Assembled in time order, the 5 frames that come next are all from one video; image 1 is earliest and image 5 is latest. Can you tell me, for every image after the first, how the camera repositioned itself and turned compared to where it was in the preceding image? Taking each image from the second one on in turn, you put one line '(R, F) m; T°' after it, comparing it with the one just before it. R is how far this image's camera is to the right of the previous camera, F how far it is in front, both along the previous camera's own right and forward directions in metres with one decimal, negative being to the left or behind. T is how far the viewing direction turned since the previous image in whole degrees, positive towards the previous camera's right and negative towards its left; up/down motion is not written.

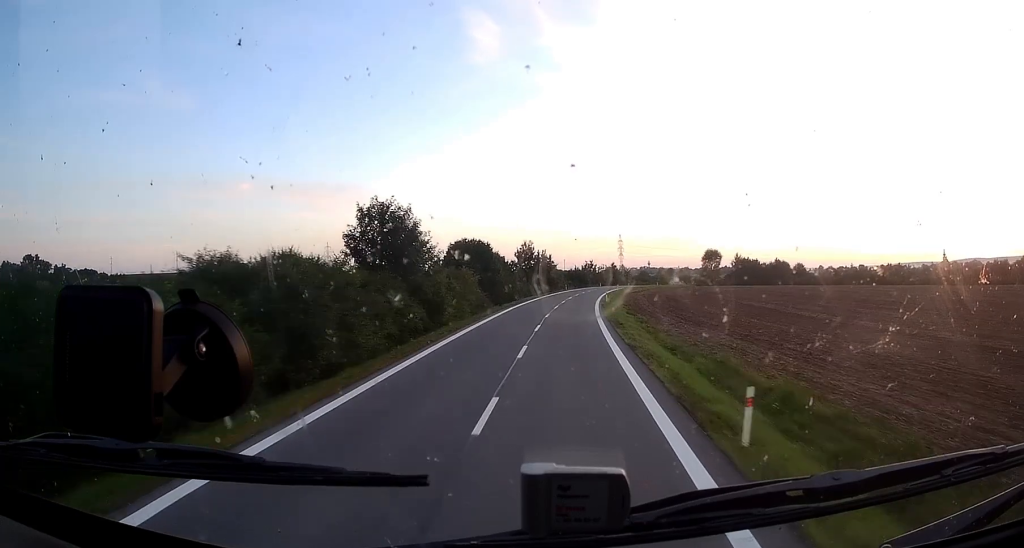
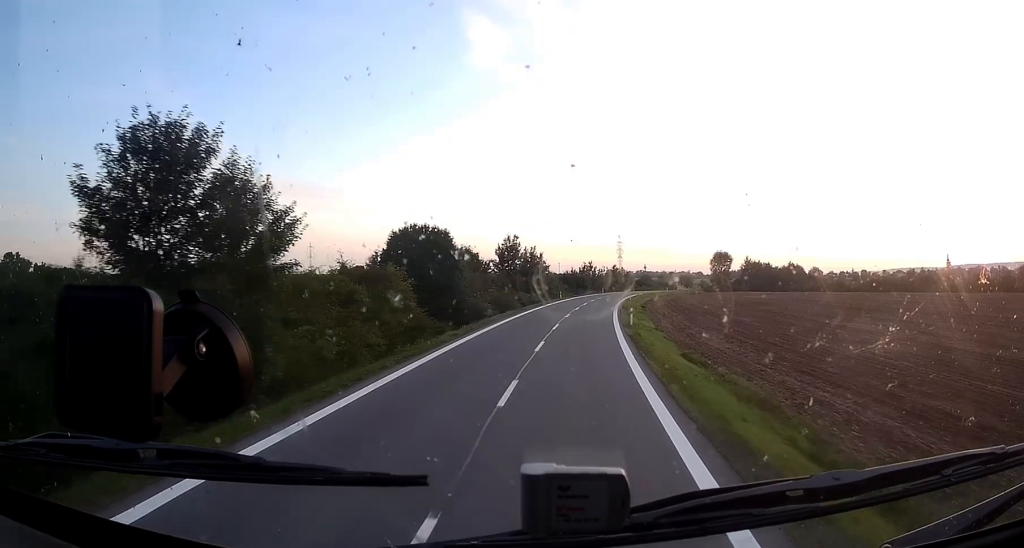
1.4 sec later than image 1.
(+0.2, +25.2) m; +2°
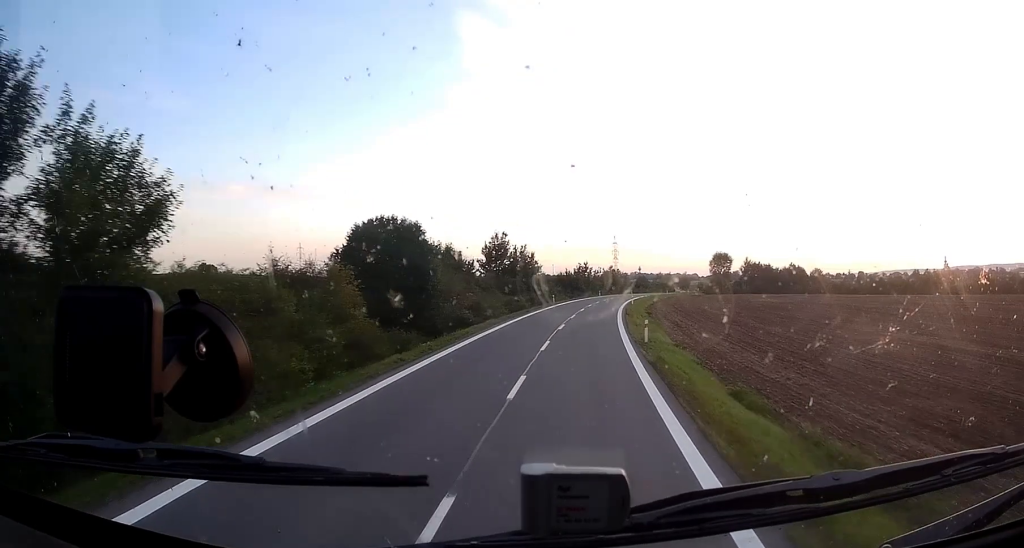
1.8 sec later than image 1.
(+0.2, +8.1) m; +2°
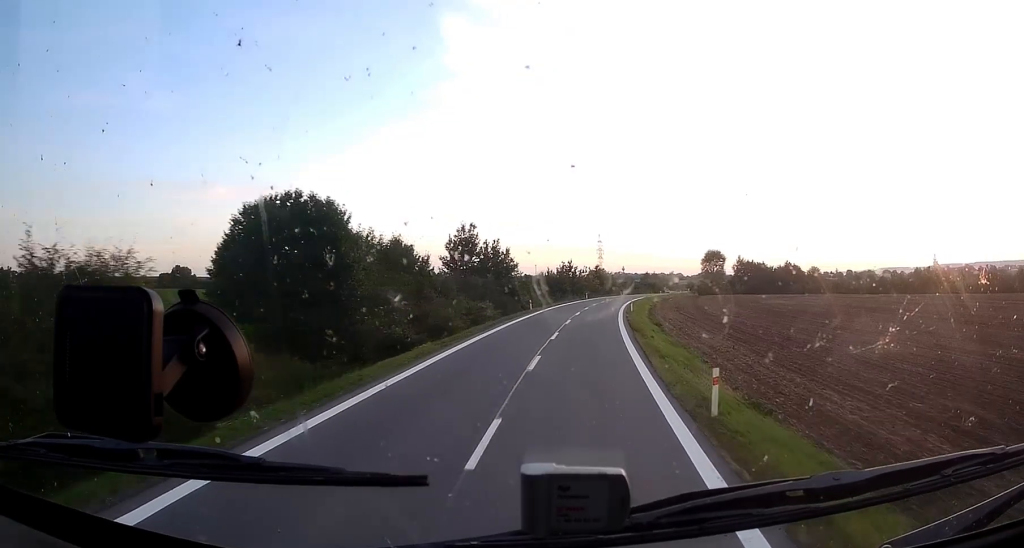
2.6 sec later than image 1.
(+0.3, +14.2) m; +2°
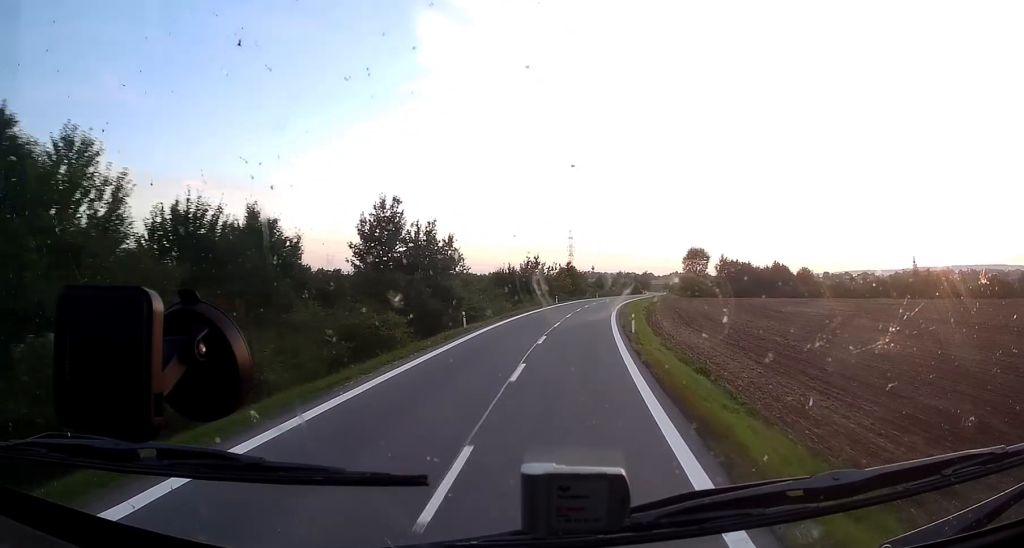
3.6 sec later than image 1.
(+0.4, +20.5) m; +2°
